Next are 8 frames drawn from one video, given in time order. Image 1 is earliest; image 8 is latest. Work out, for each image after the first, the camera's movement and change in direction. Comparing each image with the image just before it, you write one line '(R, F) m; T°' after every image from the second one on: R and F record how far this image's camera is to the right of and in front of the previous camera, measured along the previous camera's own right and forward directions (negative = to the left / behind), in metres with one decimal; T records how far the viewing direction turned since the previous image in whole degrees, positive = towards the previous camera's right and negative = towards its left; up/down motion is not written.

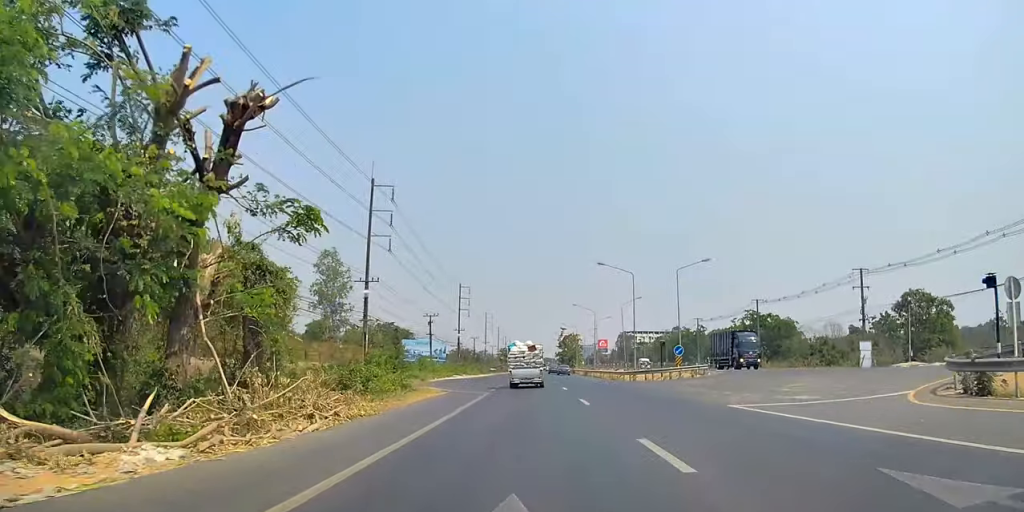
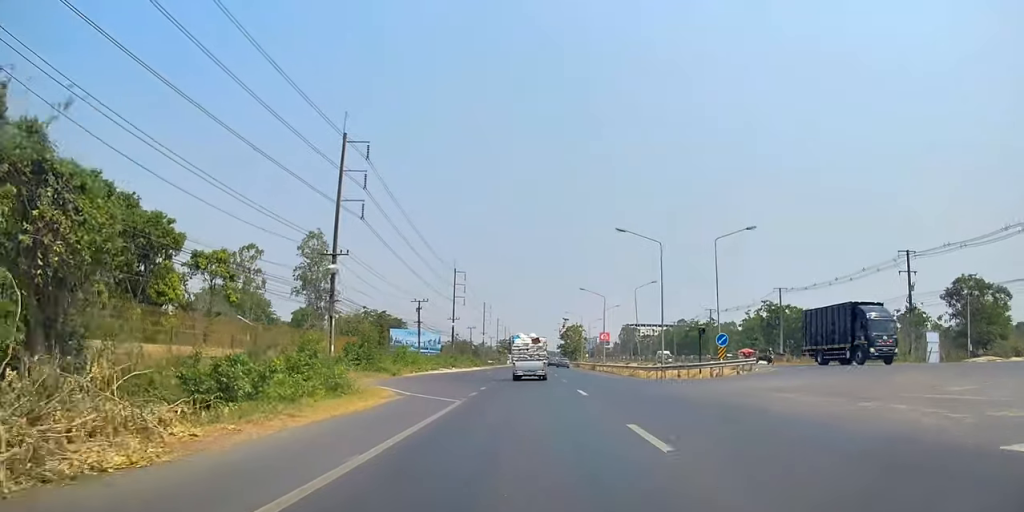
(-0.1, +11.5) m; 0°
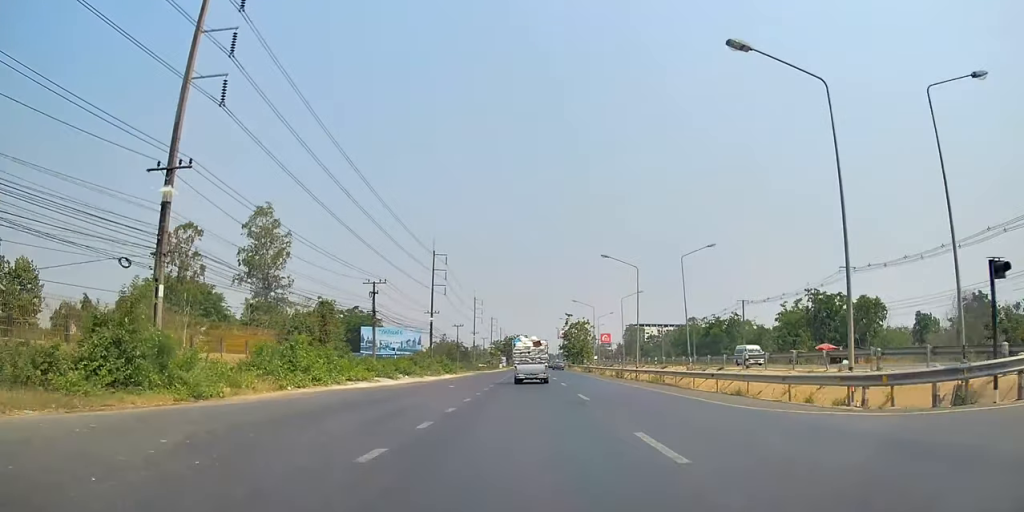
(+0.1, +24.9) m; 0°
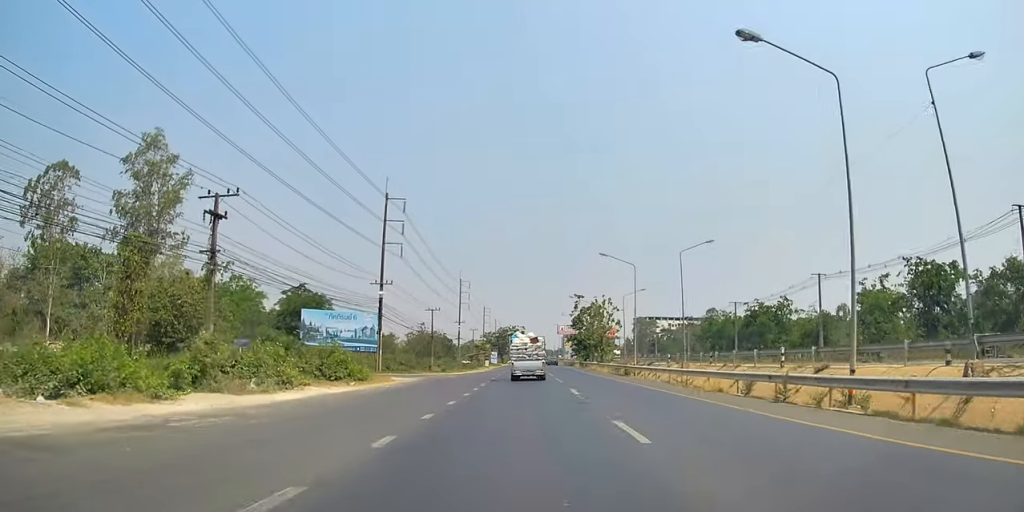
(+1.0, +35.6) m; +1°
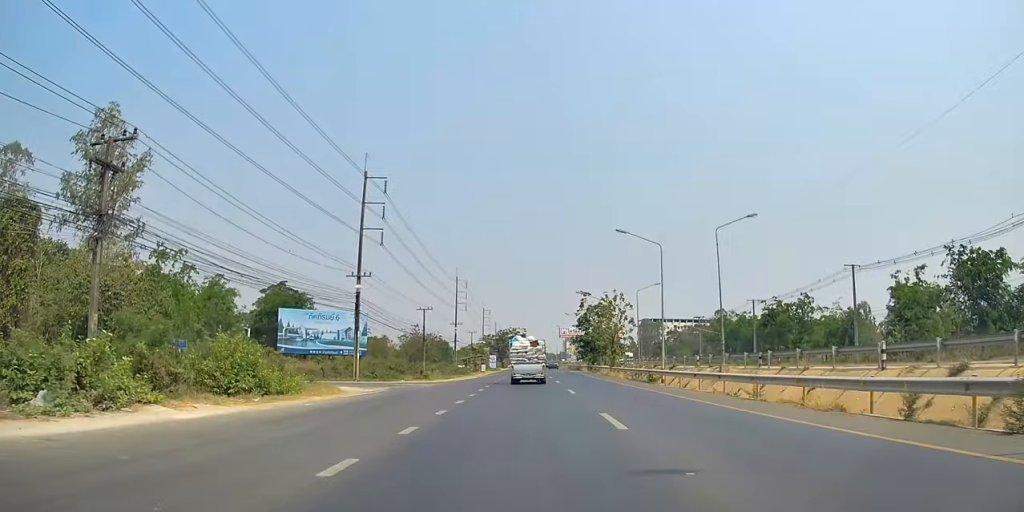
(+0.2, +9.4) m; -2°
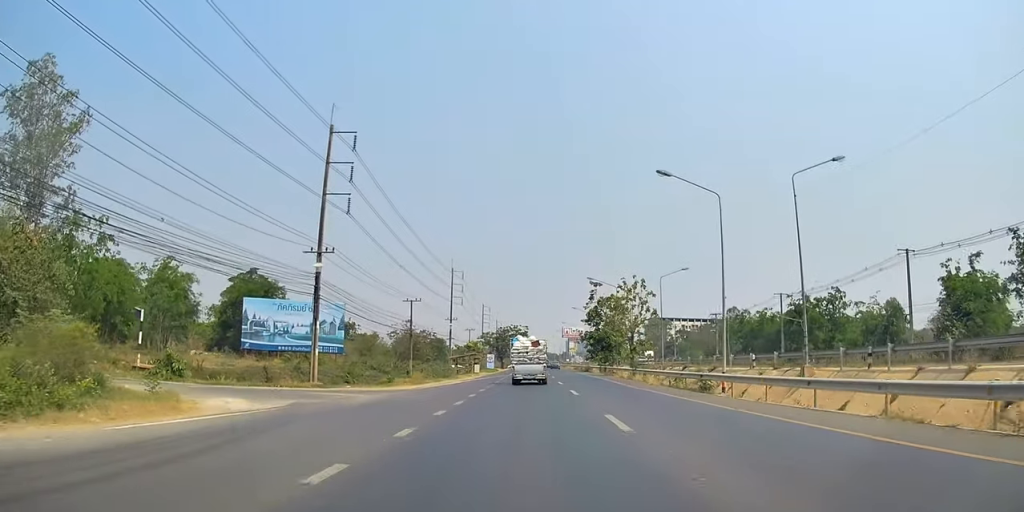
(-0.6, +13.4) m; 0°
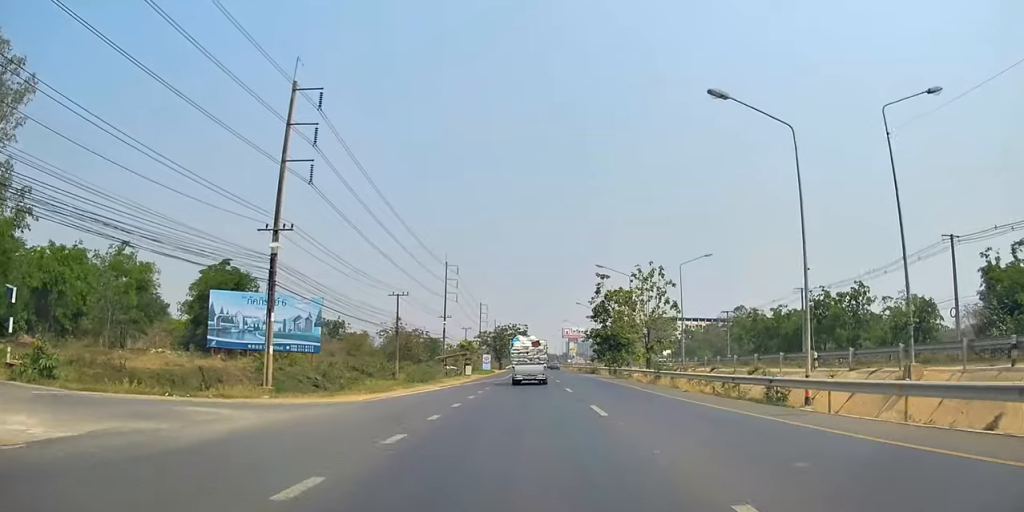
(-0.2, +8.6) m; 0°
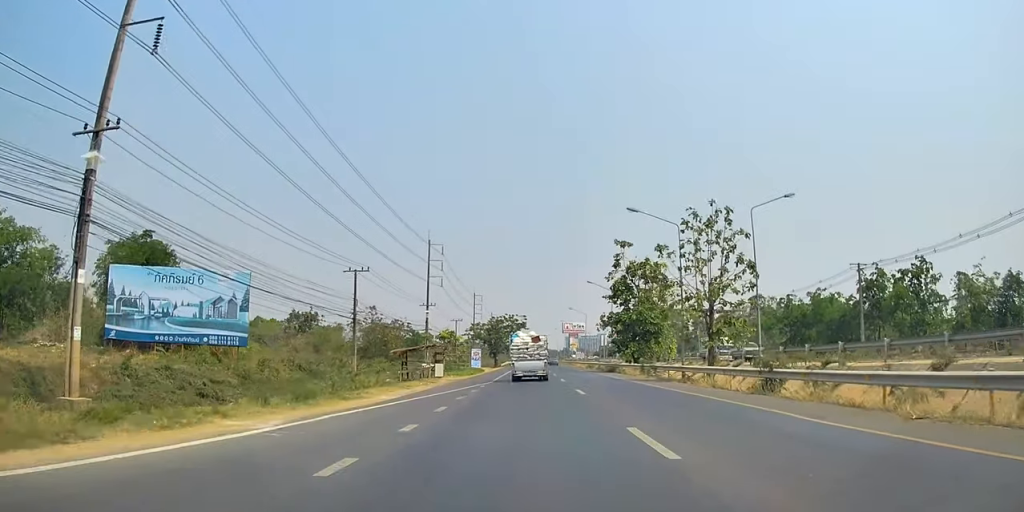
(+0.8, +19.6) m; +2°
